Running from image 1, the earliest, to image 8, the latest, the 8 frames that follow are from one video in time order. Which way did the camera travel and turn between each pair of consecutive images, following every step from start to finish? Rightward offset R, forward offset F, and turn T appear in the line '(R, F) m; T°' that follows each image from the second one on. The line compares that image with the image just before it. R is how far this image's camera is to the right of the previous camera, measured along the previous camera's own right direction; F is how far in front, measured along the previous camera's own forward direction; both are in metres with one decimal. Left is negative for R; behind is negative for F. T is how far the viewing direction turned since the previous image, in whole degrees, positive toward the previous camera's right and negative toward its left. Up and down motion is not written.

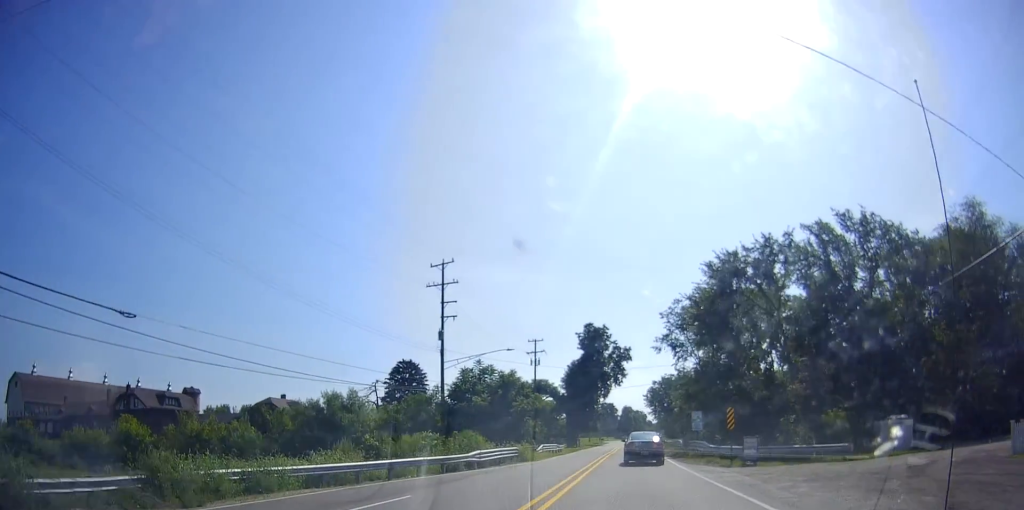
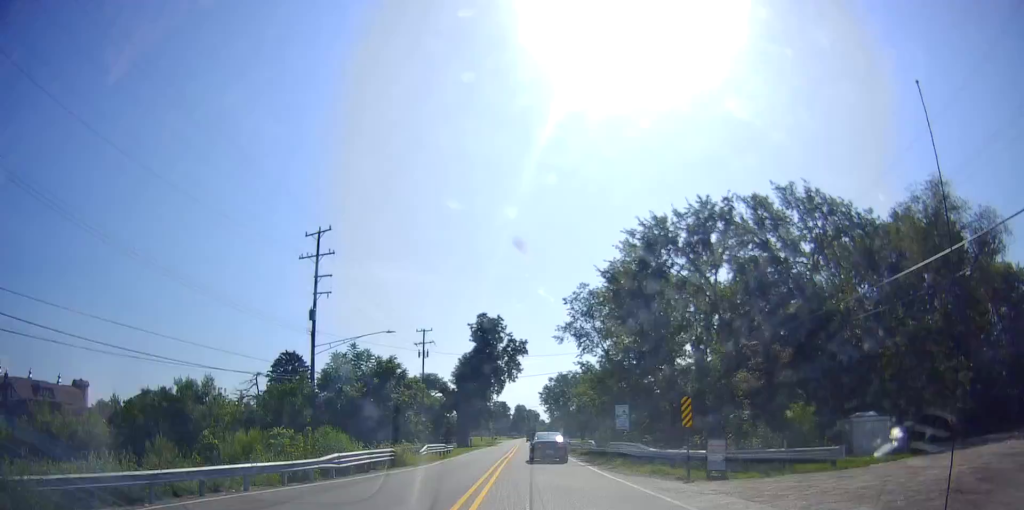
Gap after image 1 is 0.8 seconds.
(+0.8, +6.4) m; +9°
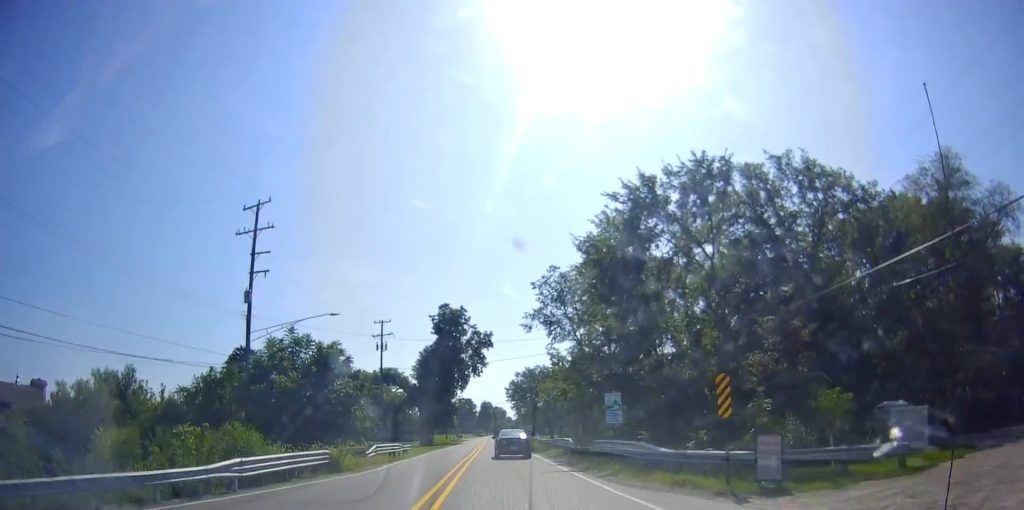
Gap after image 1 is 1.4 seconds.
(0.0, +5.2) m; +4°
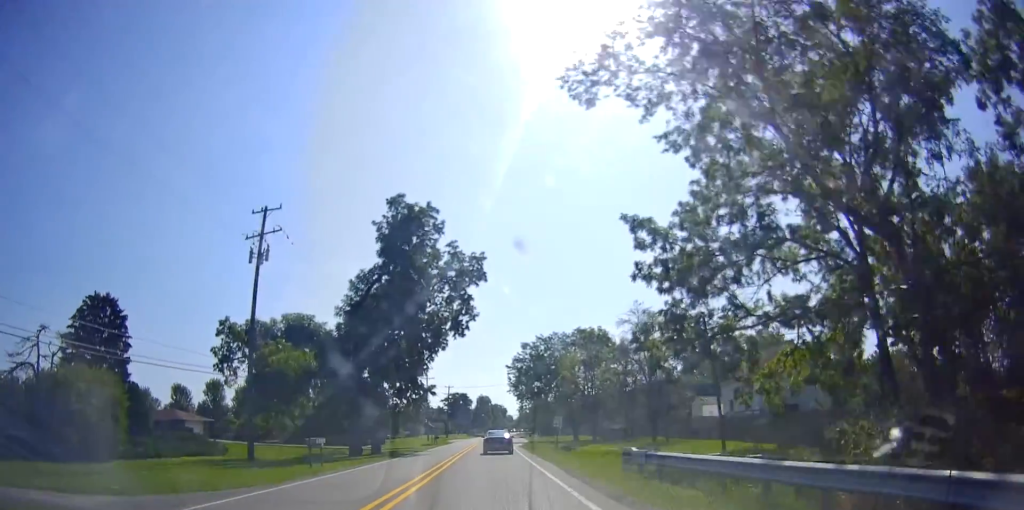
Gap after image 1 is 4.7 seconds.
(+3.8, +41.8) m; +4°
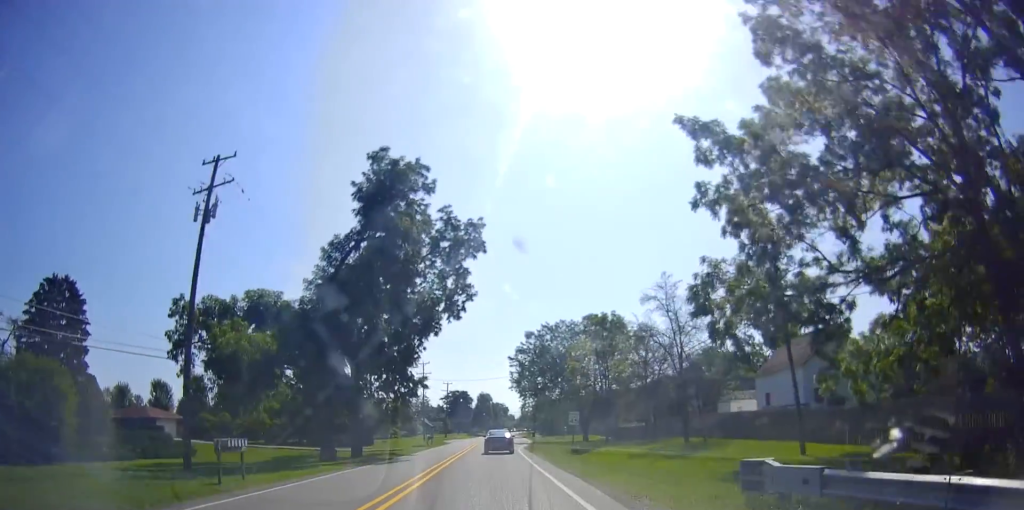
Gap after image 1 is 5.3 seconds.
(-0.3, +8.5) m; 0°
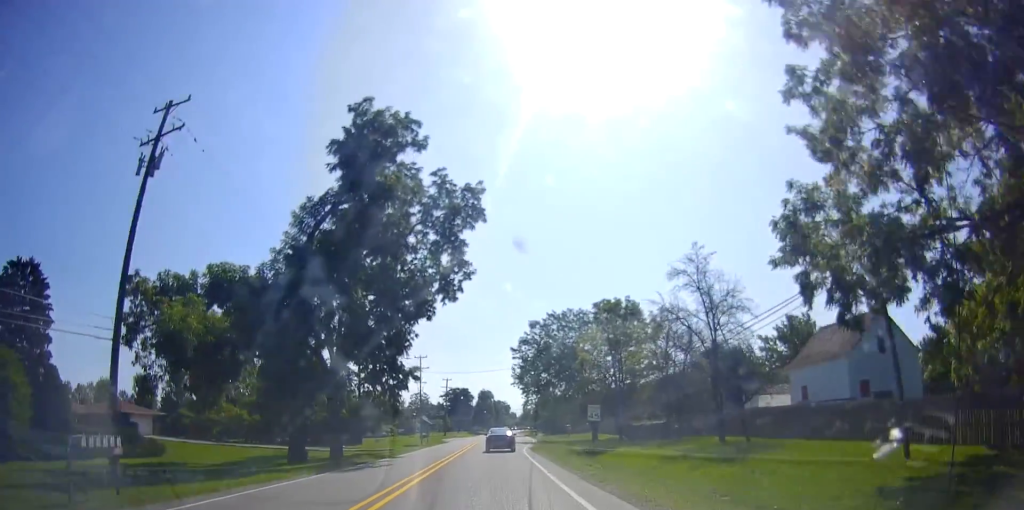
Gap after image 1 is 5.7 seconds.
(0.0, +6.7) m; 0°
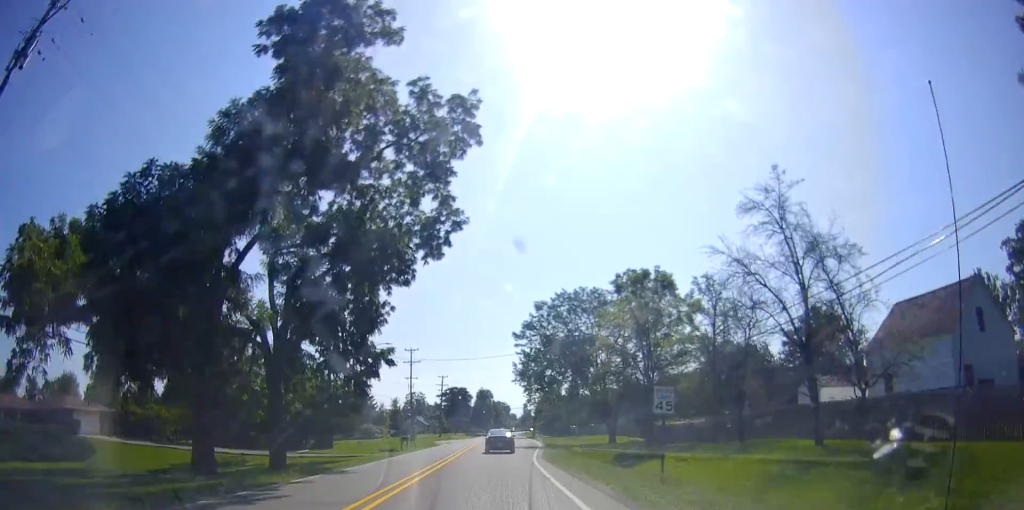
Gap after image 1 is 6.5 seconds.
(+0.2, +11.9) m; +1°
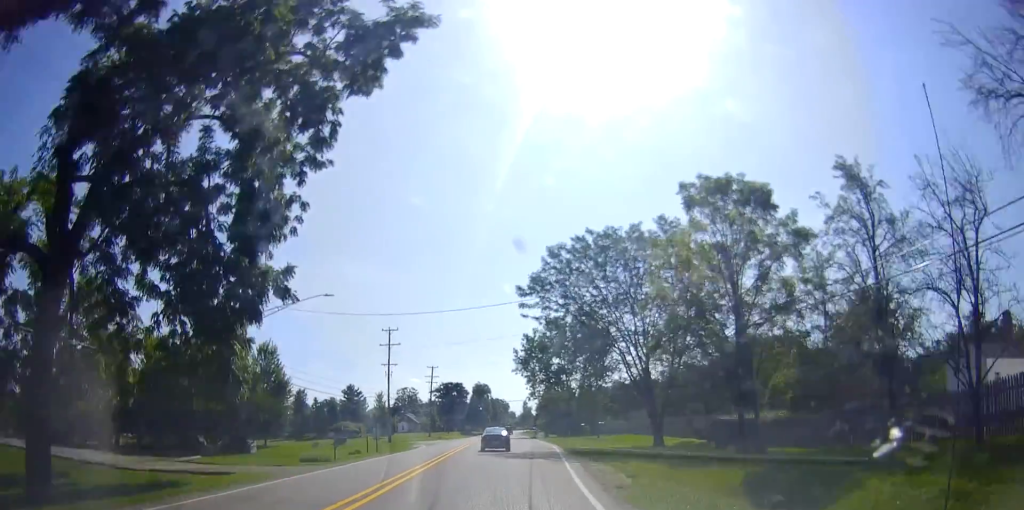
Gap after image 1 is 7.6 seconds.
(0.0, +19.3) m; +1°
